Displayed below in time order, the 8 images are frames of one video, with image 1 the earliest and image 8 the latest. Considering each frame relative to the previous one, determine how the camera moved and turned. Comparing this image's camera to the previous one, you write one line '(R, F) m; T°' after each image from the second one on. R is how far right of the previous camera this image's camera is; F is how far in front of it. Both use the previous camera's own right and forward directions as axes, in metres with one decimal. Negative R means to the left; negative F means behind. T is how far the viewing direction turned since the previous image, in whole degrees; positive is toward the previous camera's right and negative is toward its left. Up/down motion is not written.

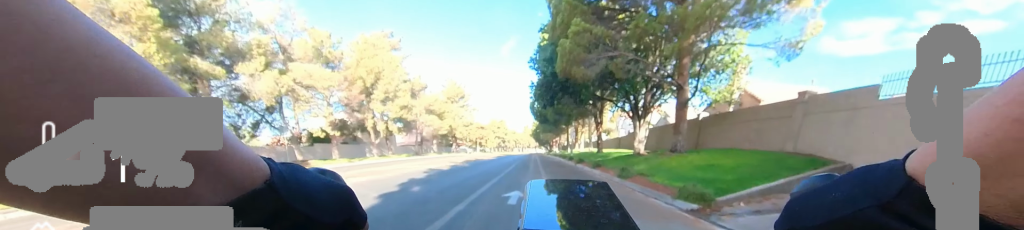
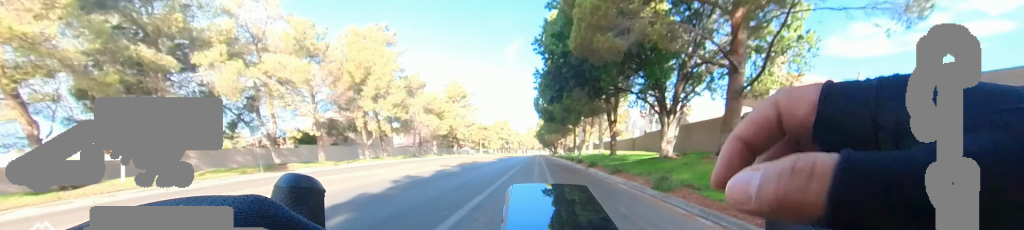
(0.0, +3.5) m; 0°
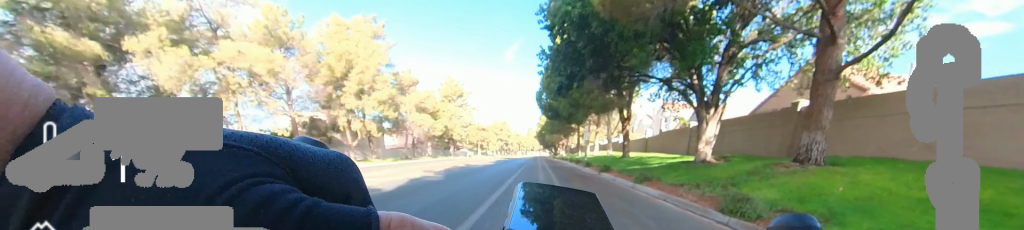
(0.0, +3.5) m; 0°
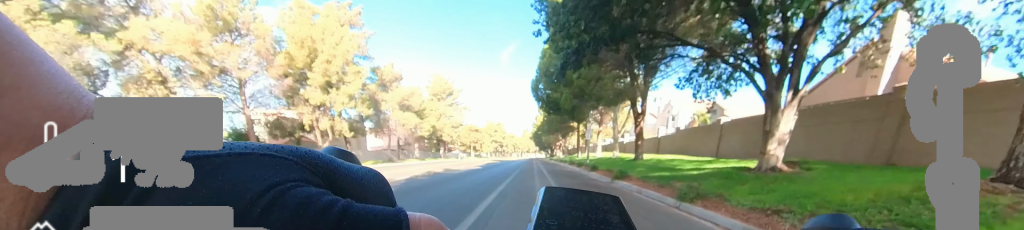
(0.0, +4.3) m; 0°
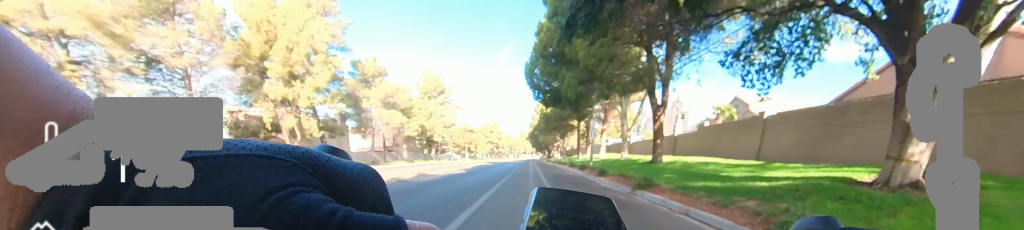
(0.0, +3.8) m; 0°
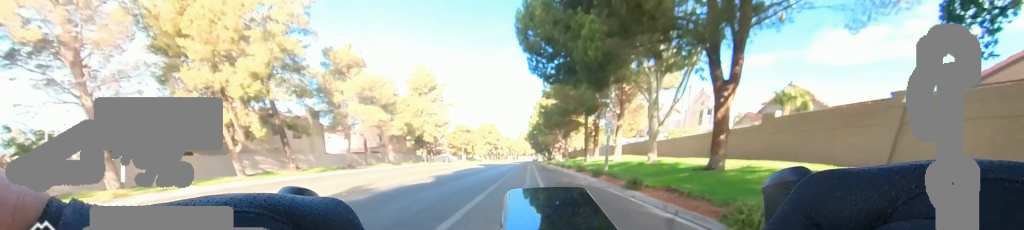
(0.0, +5.5) m; 0°
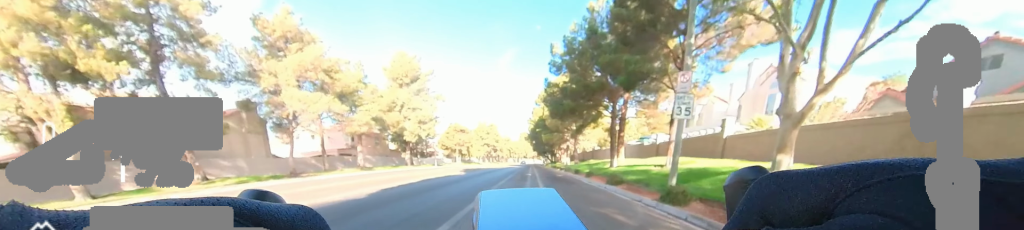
(0.0, +9.2) m; -1°
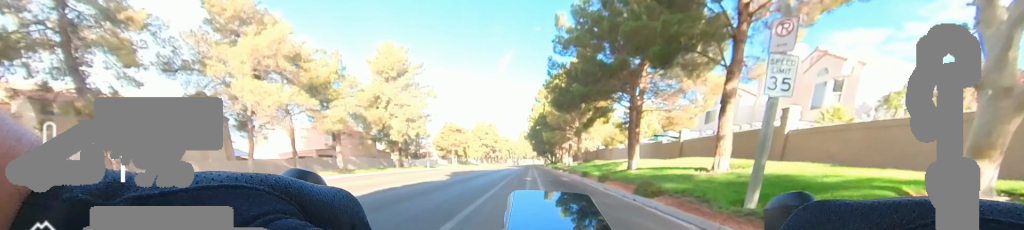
(0.0, +3.9) m; -5°
